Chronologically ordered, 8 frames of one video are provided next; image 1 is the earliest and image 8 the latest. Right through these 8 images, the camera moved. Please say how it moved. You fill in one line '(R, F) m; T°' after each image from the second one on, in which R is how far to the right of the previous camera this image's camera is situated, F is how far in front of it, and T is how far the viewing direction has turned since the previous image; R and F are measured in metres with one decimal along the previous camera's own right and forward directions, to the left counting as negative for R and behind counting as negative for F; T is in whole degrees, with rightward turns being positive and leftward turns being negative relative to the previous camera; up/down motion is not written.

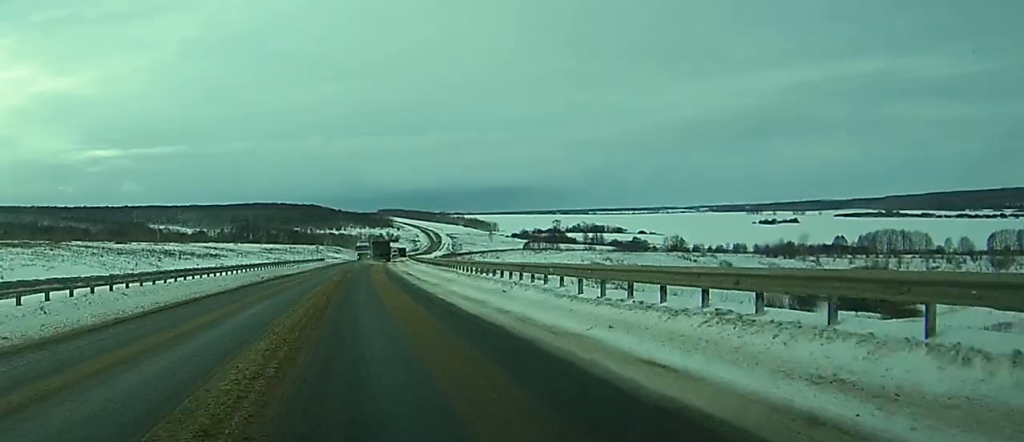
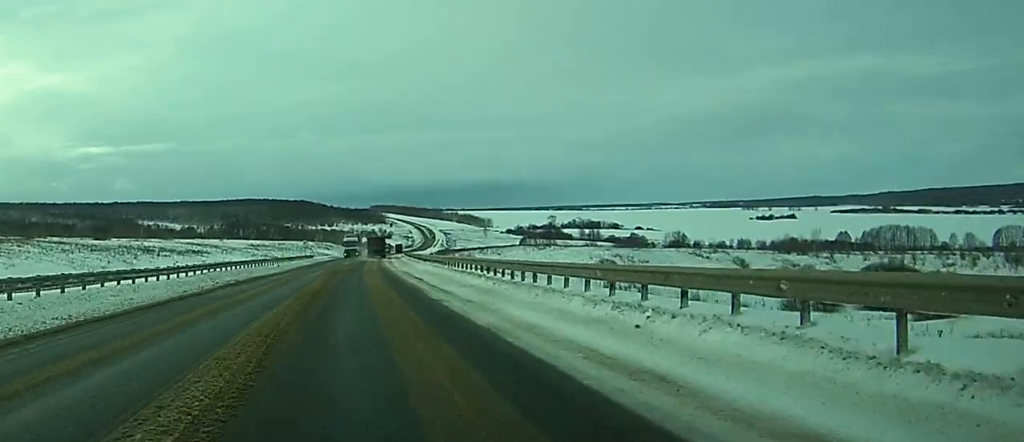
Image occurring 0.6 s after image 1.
(+0.2, +14.1) m; +1°
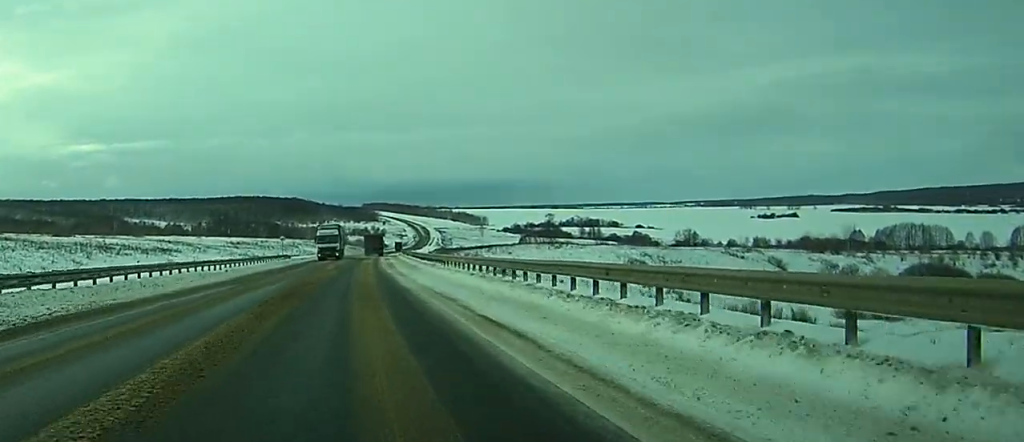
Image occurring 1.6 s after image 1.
(+0.5, +25.6) m; +2°
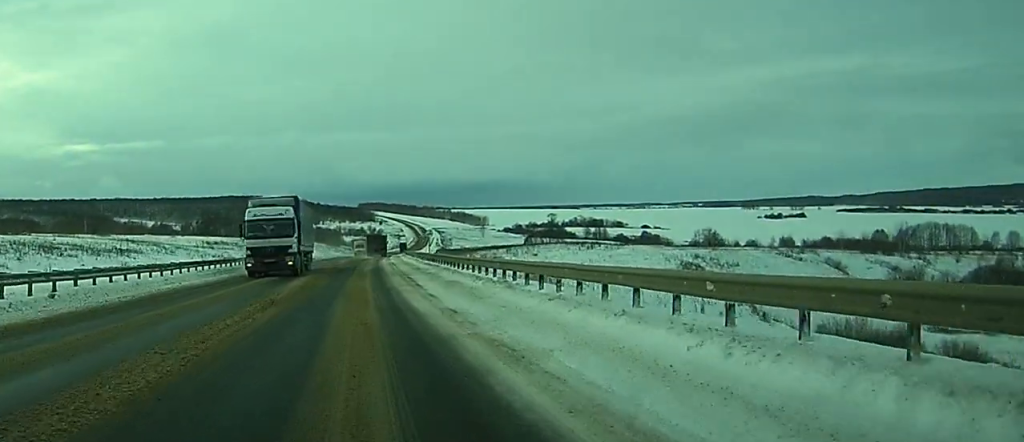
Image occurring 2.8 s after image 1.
(+0.4, +29.0) m; +1°
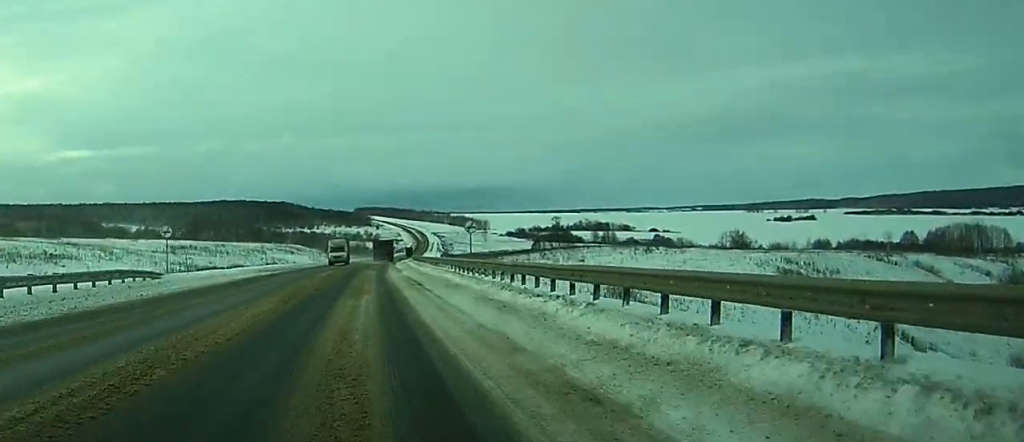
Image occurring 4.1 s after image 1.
(0.0, +33.7) m; 0°
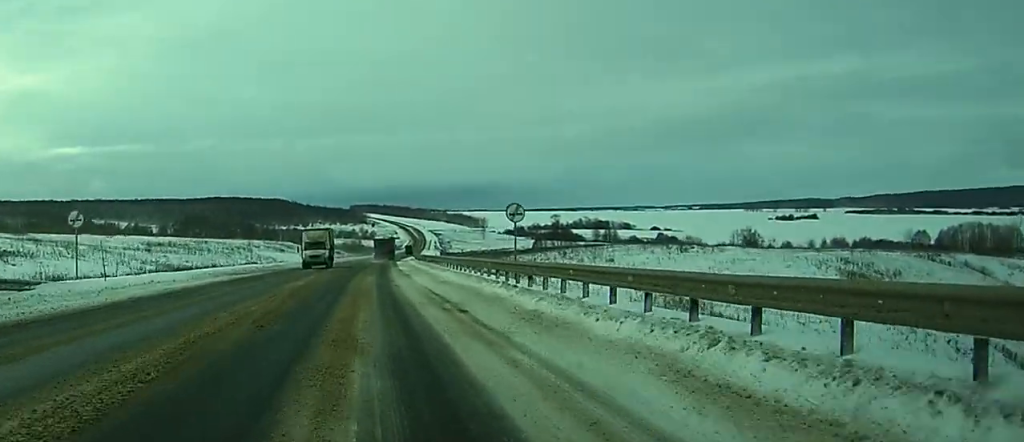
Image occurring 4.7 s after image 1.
(+0.1, +15.6) m; 0°
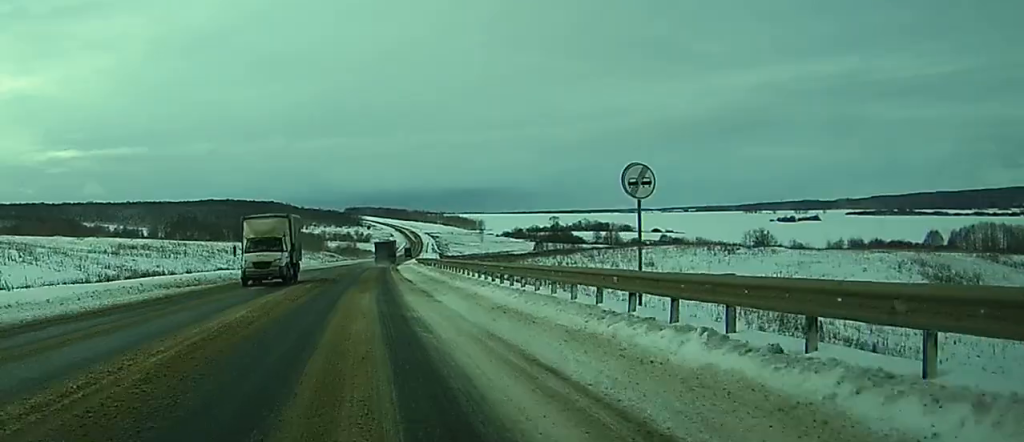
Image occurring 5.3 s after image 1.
(0.0, +15.7) m; +1°
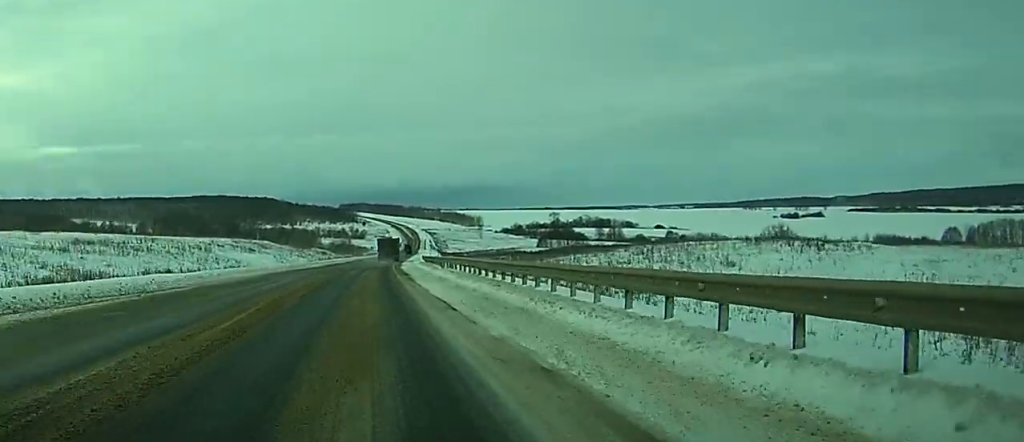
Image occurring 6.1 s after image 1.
(0.0, +20.5) m; +4°
